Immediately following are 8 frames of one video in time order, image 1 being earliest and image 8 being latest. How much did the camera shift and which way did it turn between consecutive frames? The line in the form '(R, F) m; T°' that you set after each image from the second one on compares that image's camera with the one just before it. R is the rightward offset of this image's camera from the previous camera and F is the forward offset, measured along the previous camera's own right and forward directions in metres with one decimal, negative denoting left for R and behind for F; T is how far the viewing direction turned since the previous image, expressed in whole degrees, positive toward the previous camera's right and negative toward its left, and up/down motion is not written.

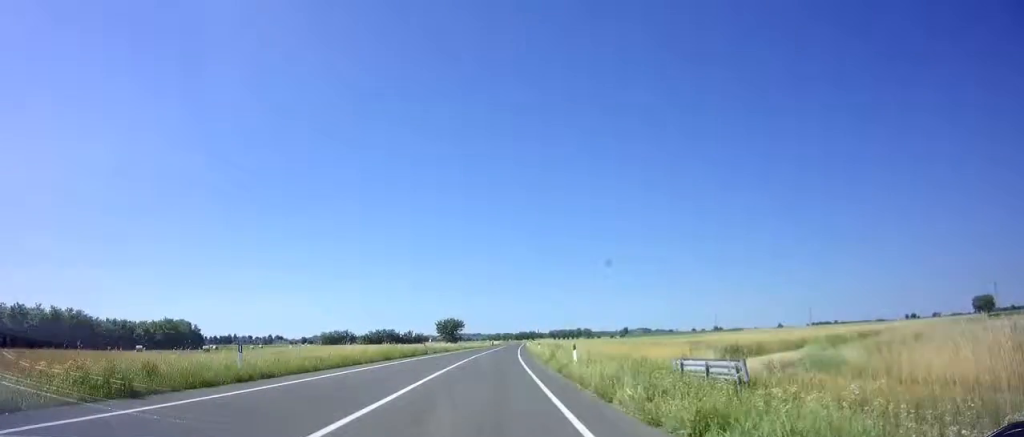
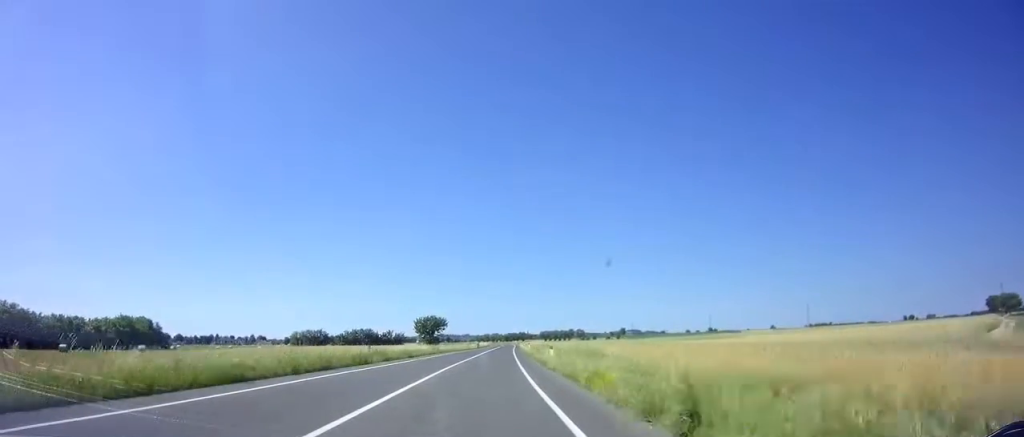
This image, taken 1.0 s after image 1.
(+0.1, +19.6) m; +1°
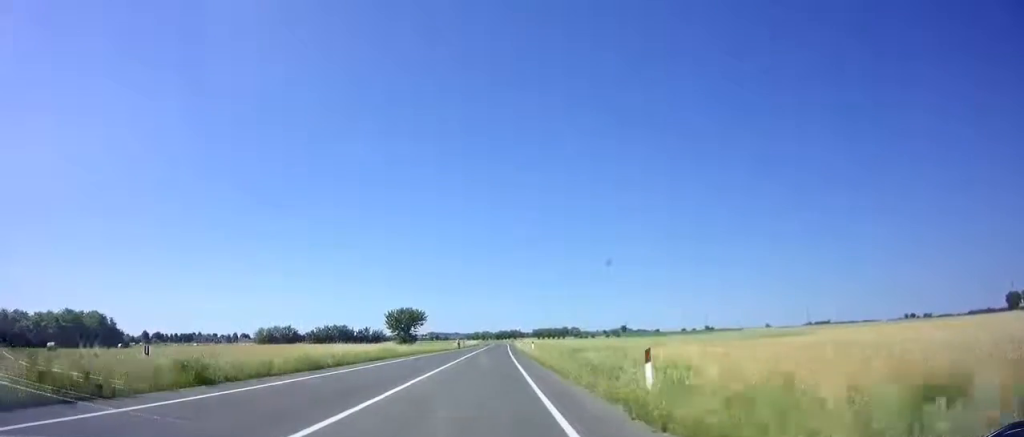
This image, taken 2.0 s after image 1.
(+0.3, +21.1) m; +1°
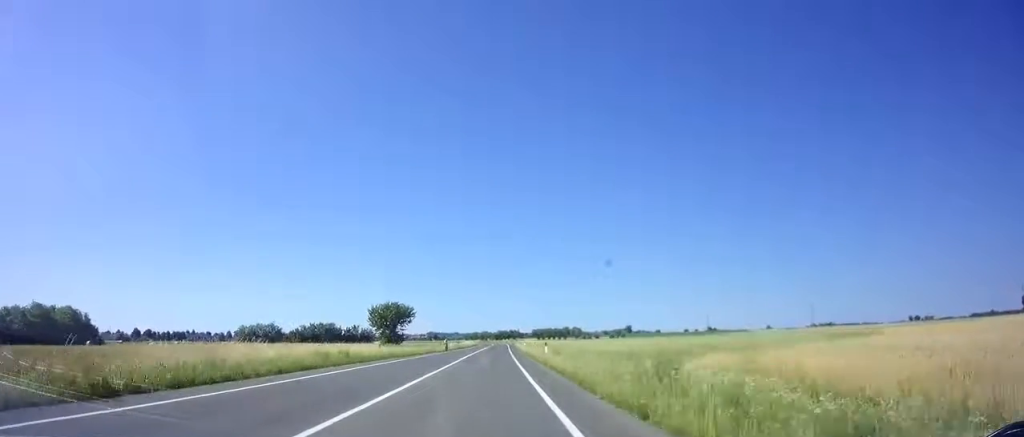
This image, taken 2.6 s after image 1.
(0.0, +12.3) m; 0°
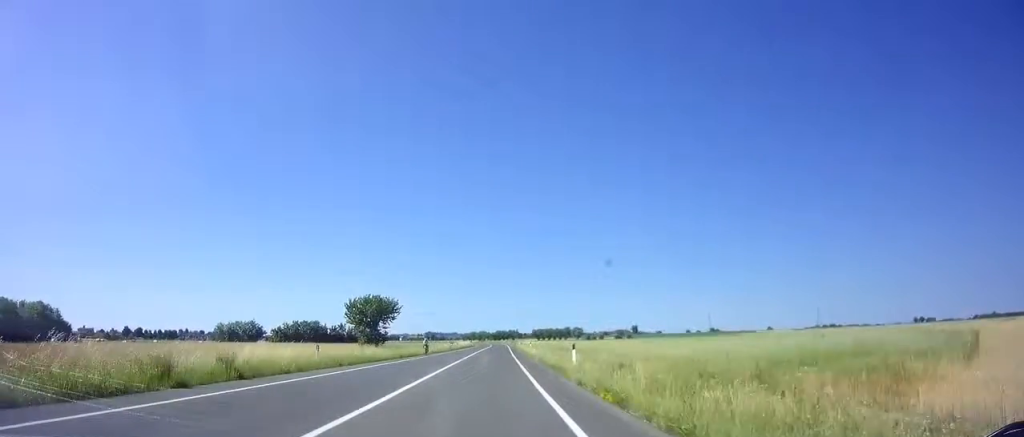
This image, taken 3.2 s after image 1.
(+0.1, +13.1) m; 0°
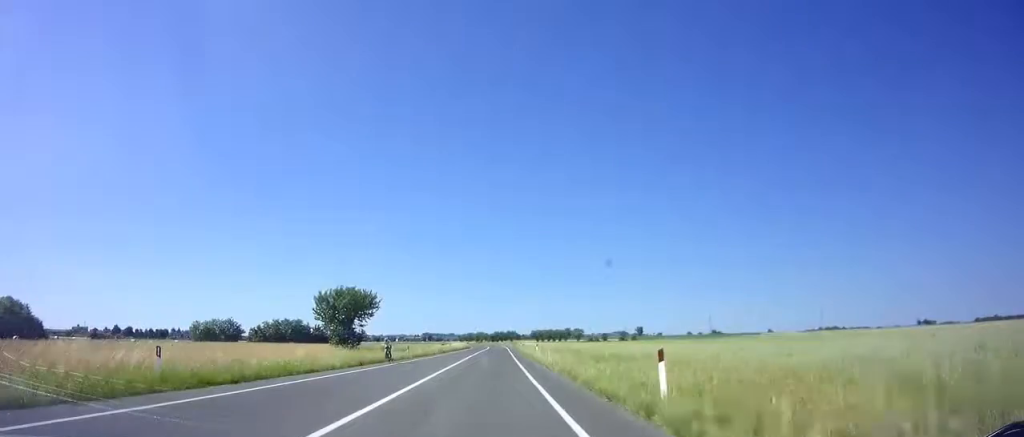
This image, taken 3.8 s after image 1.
(+0.1, +11.1) m; 0°
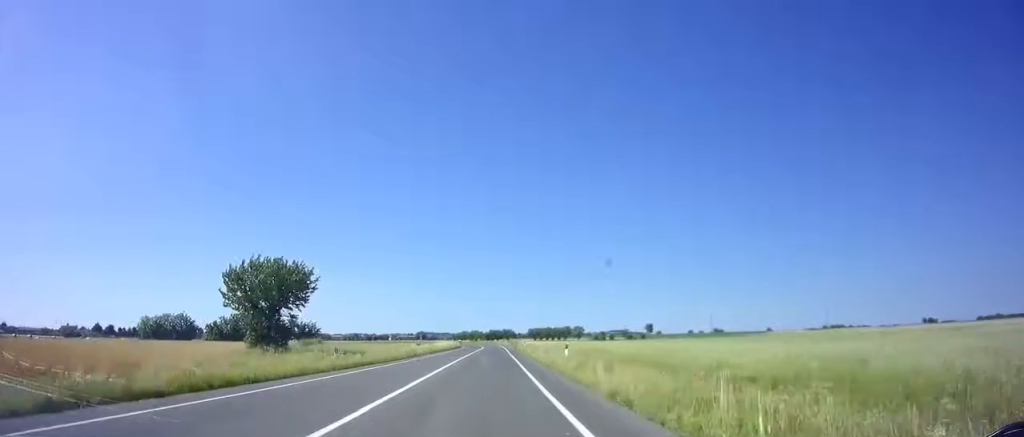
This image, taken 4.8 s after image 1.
(-0.2, +20.8) m; 0°
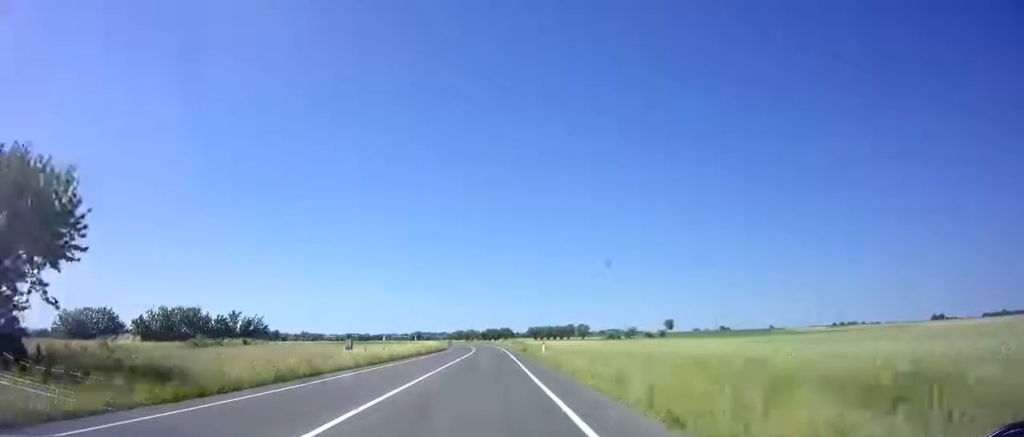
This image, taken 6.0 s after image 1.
(+0.4, +25.6) m; +1°
